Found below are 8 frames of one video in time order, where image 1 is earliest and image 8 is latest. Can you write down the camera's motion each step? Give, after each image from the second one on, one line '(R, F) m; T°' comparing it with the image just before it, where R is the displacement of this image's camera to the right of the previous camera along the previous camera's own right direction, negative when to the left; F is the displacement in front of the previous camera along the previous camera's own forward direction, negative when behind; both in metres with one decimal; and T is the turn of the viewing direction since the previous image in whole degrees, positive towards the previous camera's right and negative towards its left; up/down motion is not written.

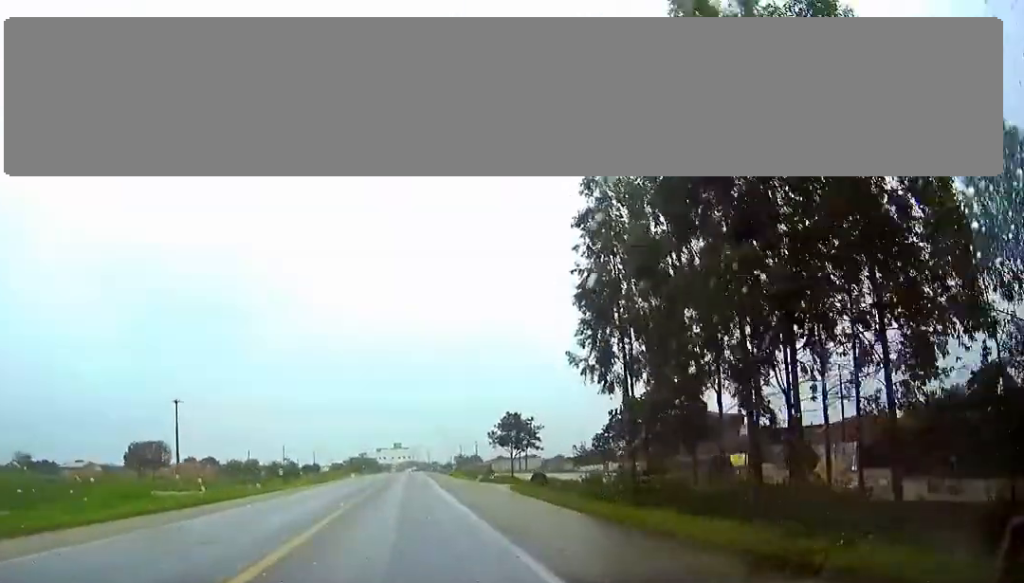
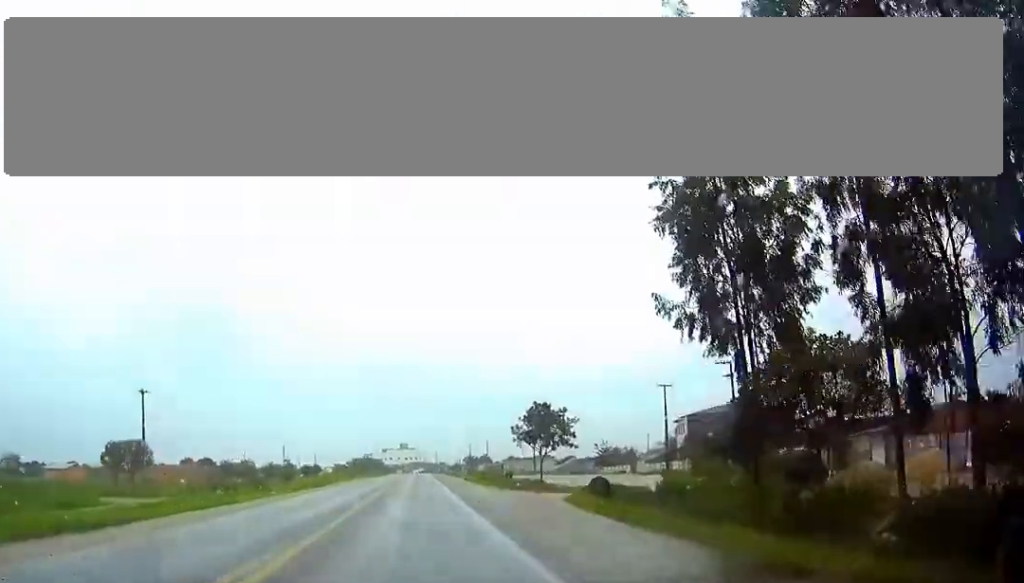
(-0.1, +13.8) m; 0°
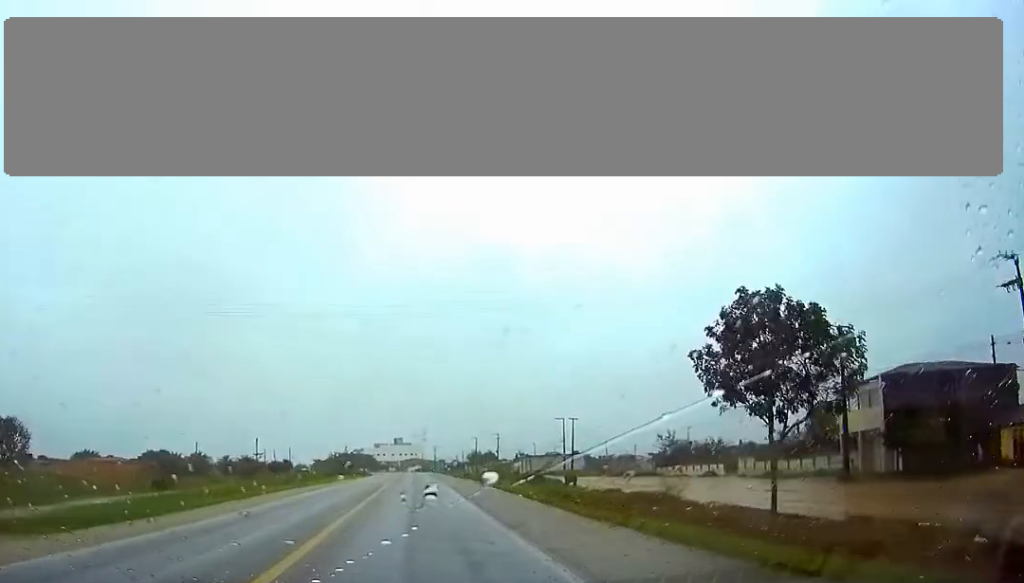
(0.0, +42.0) m; 0°
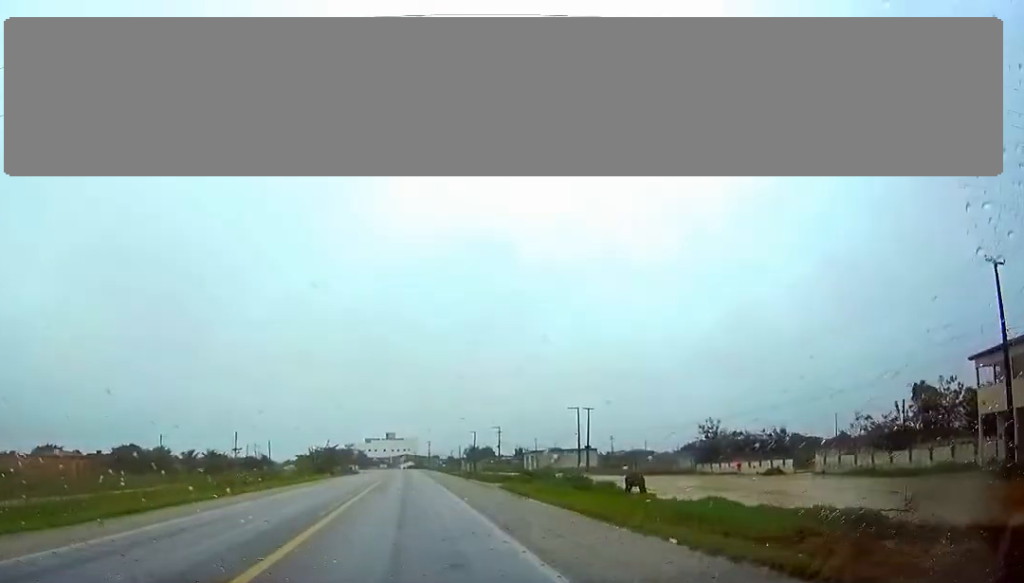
(+0.1, +19.1) m; 0°
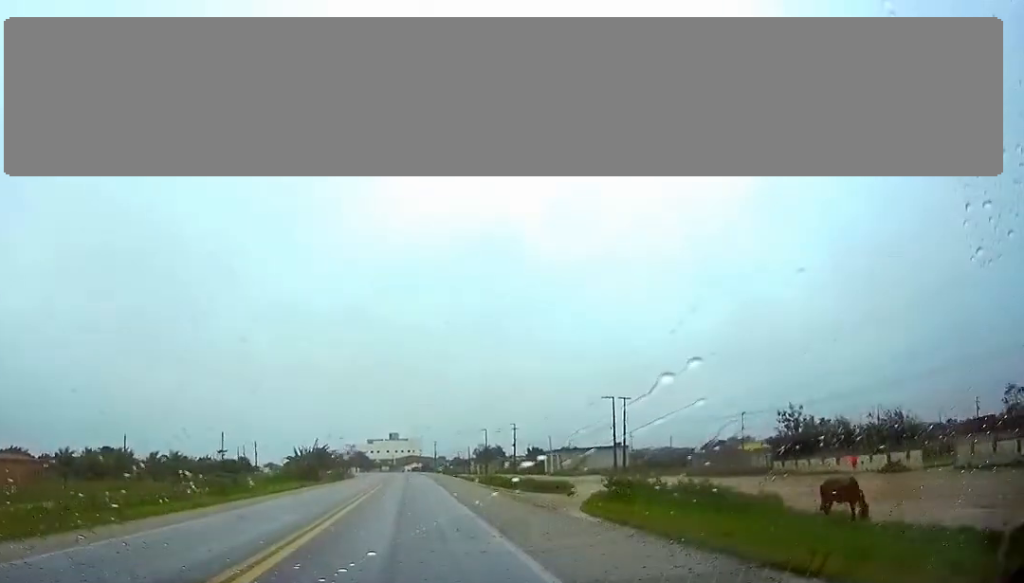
(0.0, +20.6) m; 0°
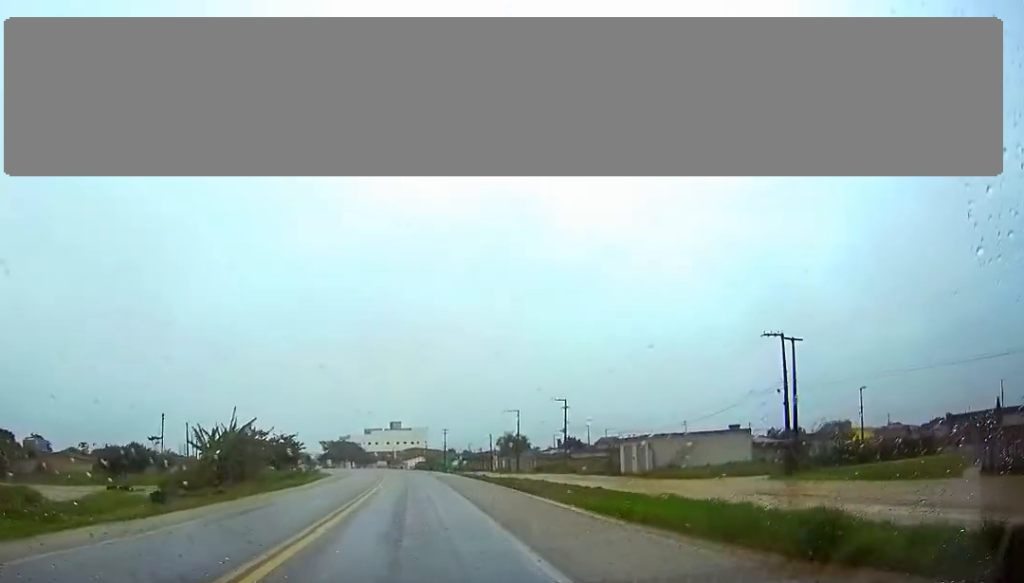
(-0.4, +51.2) m; -1°
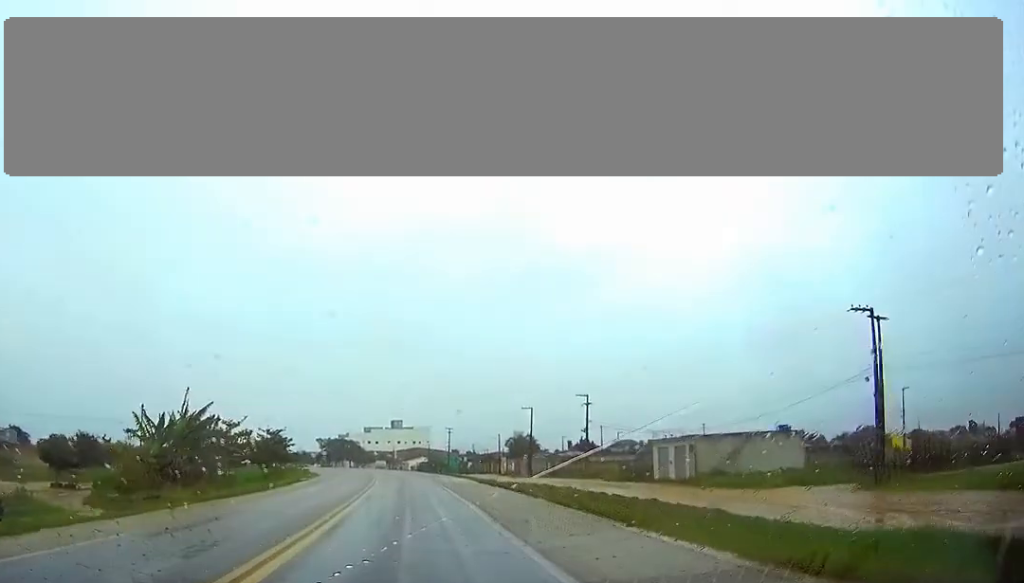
(0.0, +12.8) m; 0°
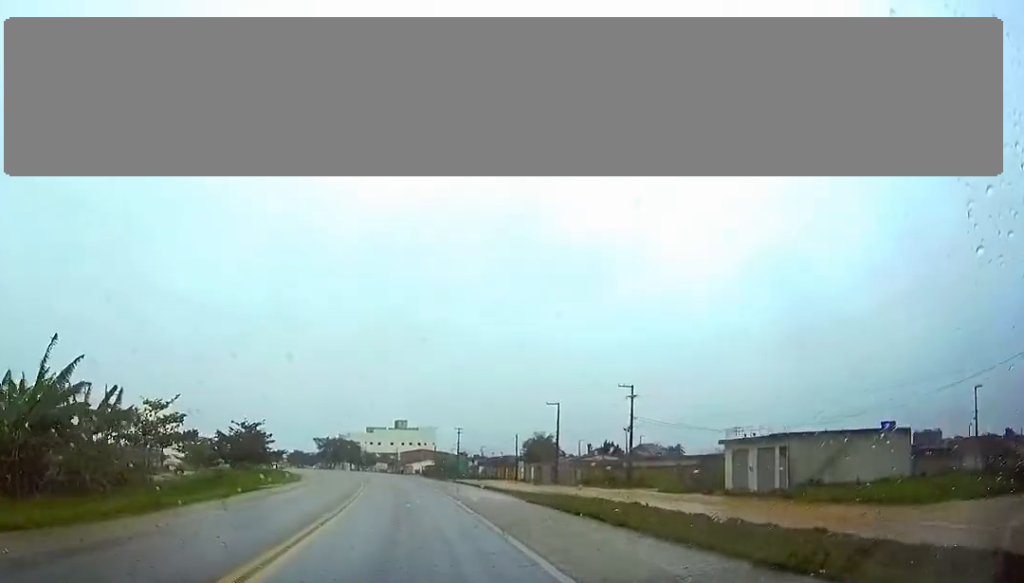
(0.0, +18.6) m; 0°
